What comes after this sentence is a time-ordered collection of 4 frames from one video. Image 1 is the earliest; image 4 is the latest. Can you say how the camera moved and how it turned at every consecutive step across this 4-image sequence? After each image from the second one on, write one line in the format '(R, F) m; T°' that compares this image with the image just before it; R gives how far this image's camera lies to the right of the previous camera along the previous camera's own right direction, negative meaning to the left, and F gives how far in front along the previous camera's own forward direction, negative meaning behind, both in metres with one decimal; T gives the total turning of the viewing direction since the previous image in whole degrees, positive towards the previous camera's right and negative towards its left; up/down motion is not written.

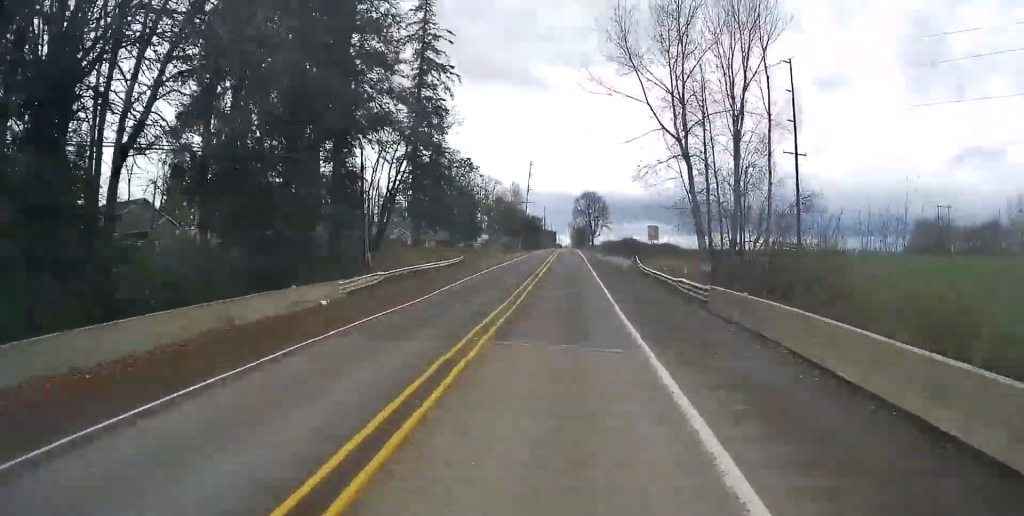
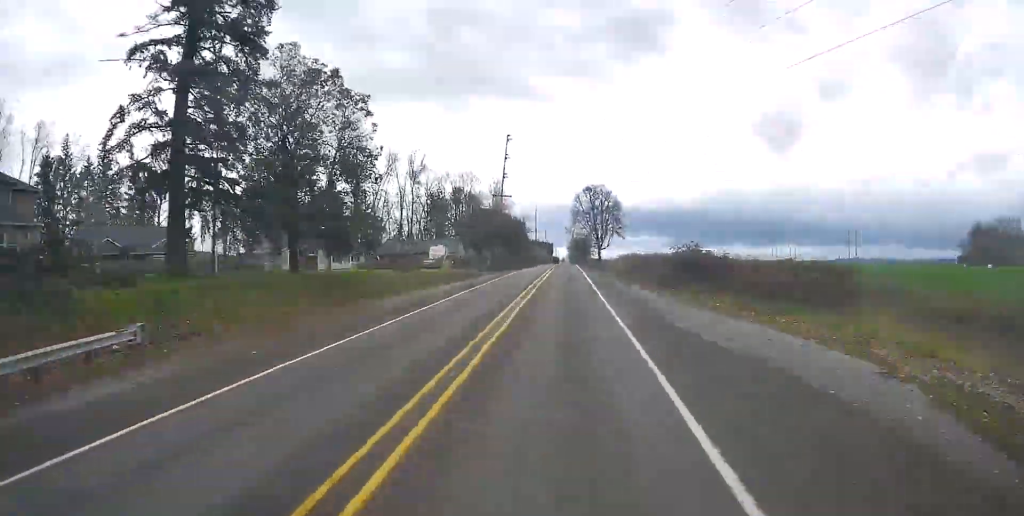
(+0.1, +47.6) m; -1°
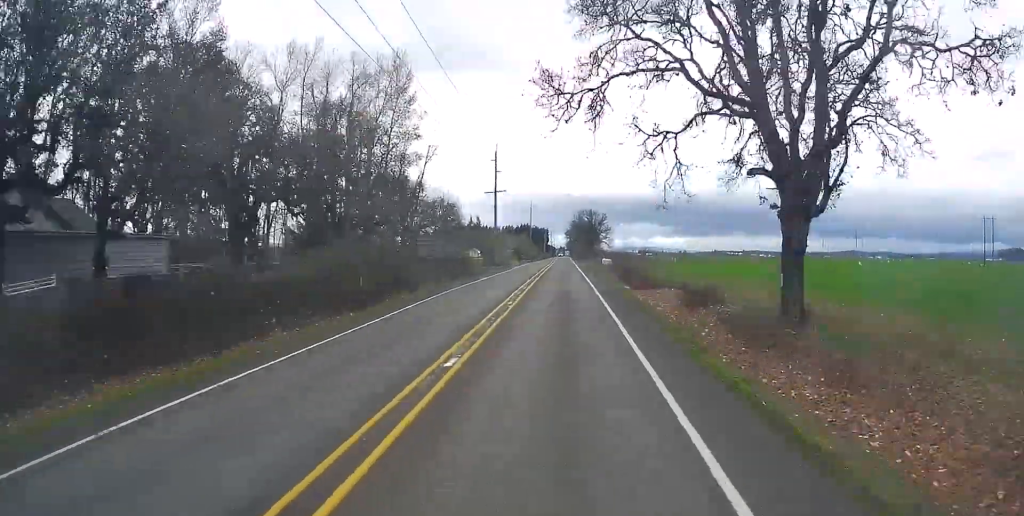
(-1.4, +98.2) m; 0°
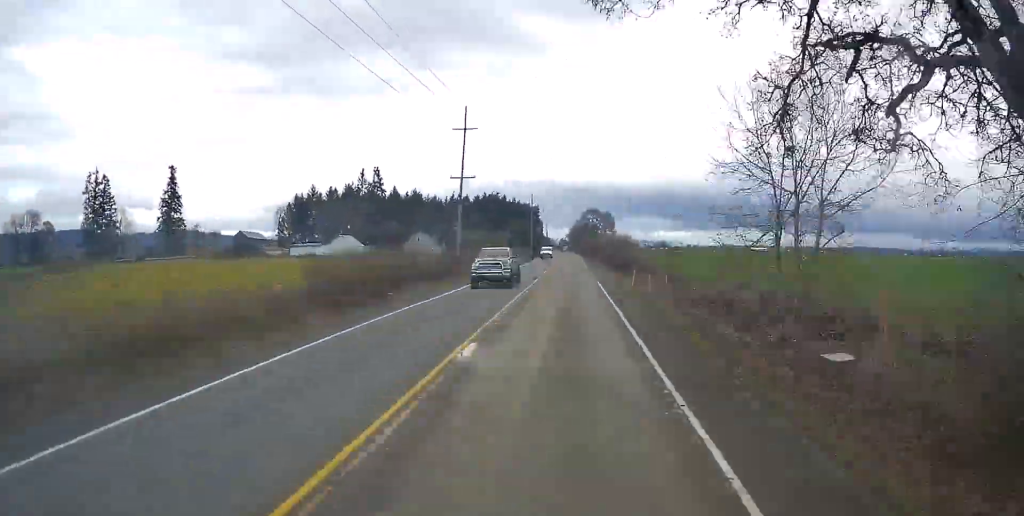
(+2.1, +256.3) m; +1°
